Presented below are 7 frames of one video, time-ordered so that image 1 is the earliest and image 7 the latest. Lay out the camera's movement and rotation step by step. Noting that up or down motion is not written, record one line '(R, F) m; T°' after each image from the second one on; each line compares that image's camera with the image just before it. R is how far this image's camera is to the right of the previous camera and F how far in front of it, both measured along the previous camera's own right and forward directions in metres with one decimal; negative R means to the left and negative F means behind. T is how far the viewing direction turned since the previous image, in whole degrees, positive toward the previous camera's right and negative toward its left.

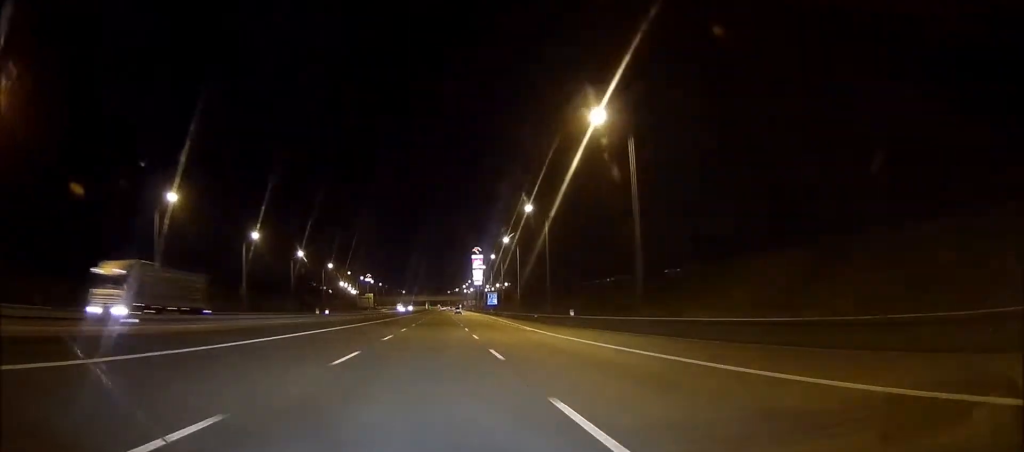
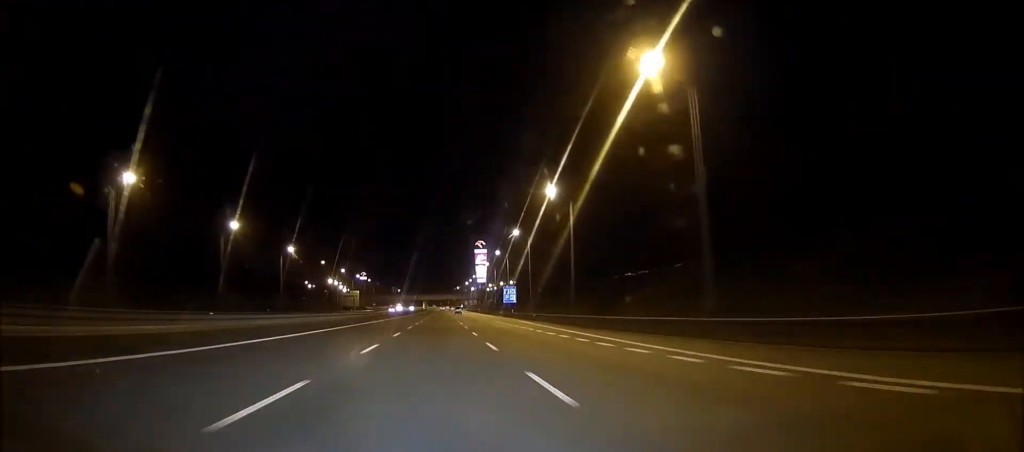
(-0.1, +43.8) m; 0°
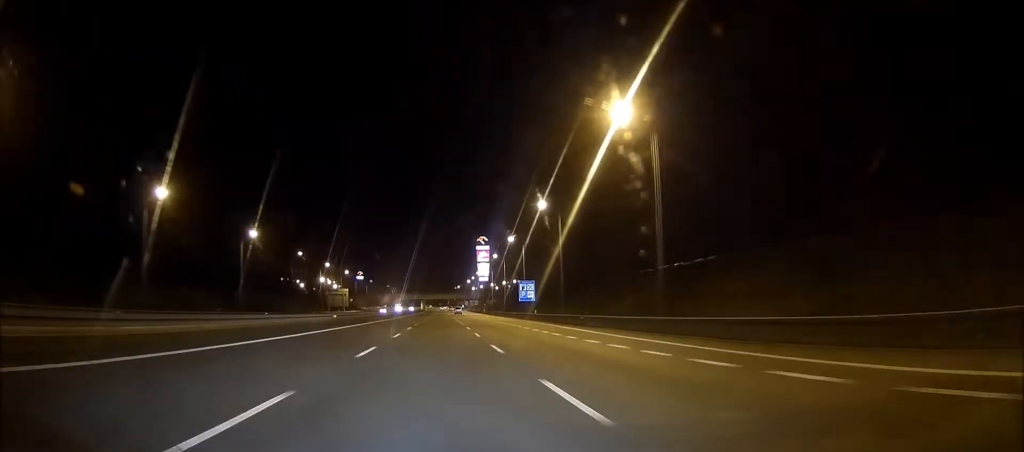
(0.0, +25.1) m; 0°
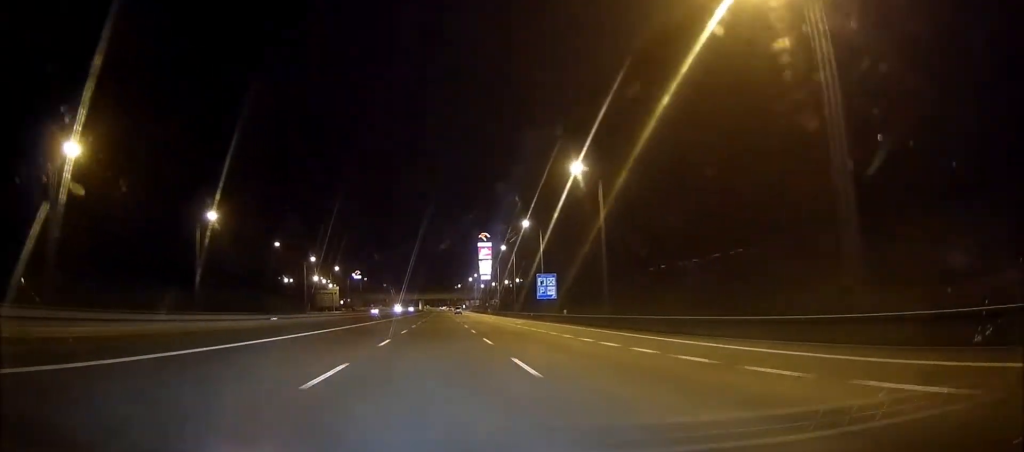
(0.0, +18.6) m; 0°
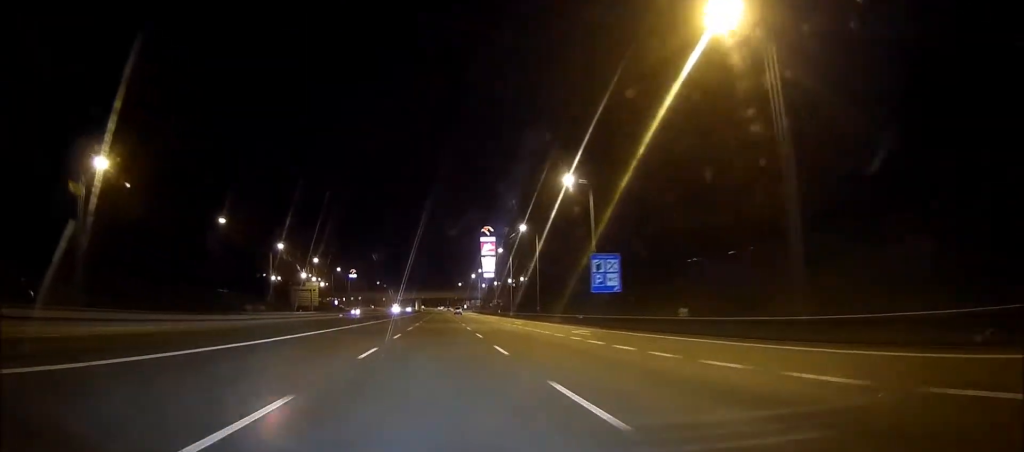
(+0.1, +29.3) m; 0°
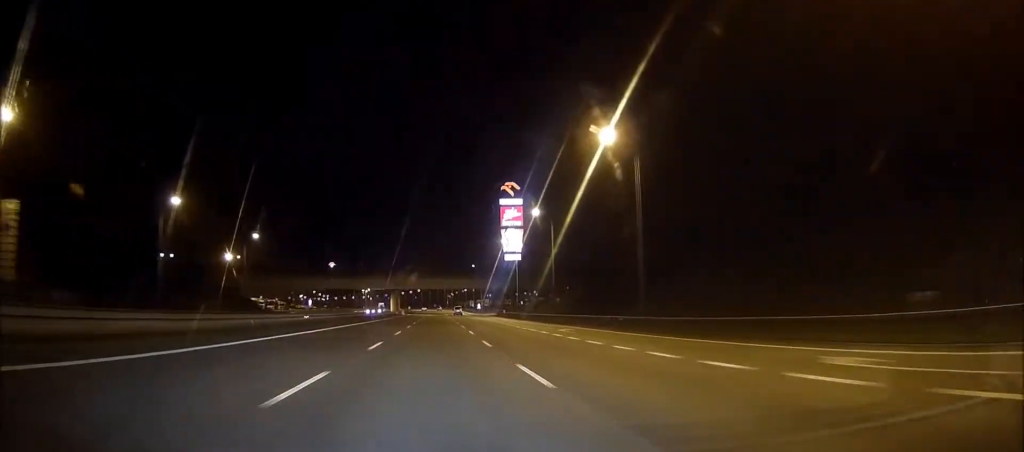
(0.0, +117.9) m; 0°
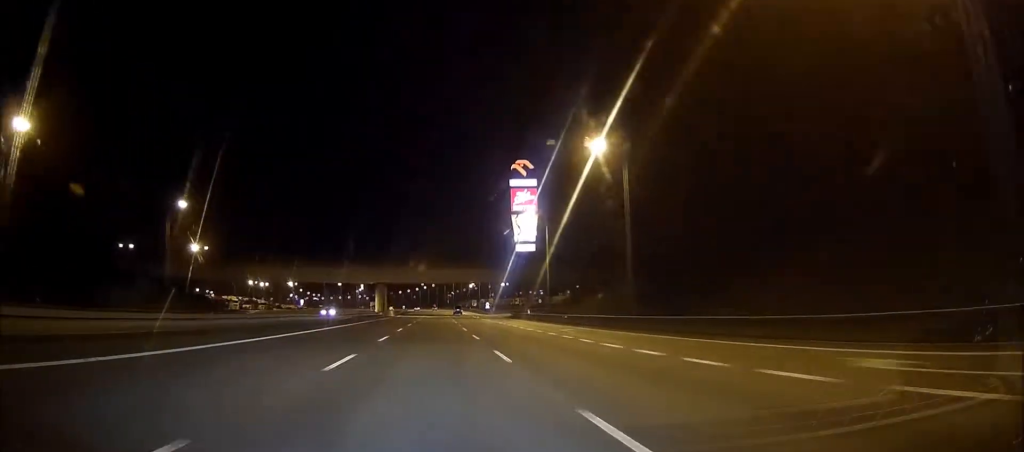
(0.0, +30.6) m; 0°
